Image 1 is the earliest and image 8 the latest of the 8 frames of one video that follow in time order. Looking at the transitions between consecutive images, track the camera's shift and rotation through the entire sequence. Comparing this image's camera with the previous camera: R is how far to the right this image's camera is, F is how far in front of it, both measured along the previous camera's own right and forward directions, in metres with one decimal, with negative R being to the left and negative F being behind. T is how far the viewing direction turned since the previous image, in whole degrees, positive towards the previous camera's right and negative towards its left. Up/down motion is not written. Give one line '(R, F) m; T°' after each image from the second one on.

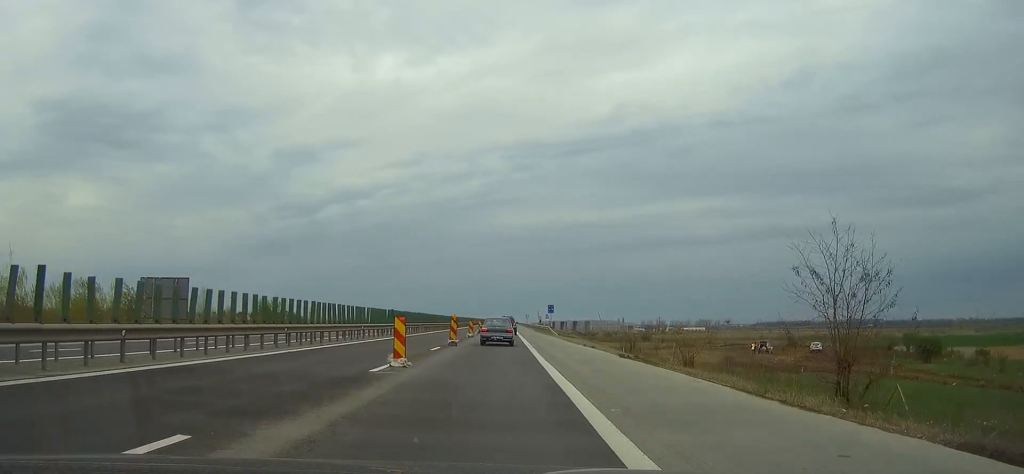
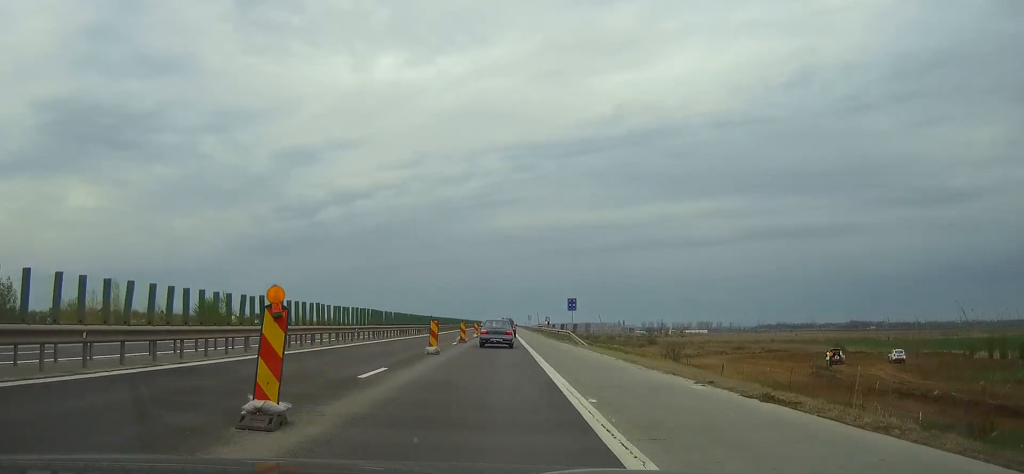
(0.0, +25.6) m; 0°
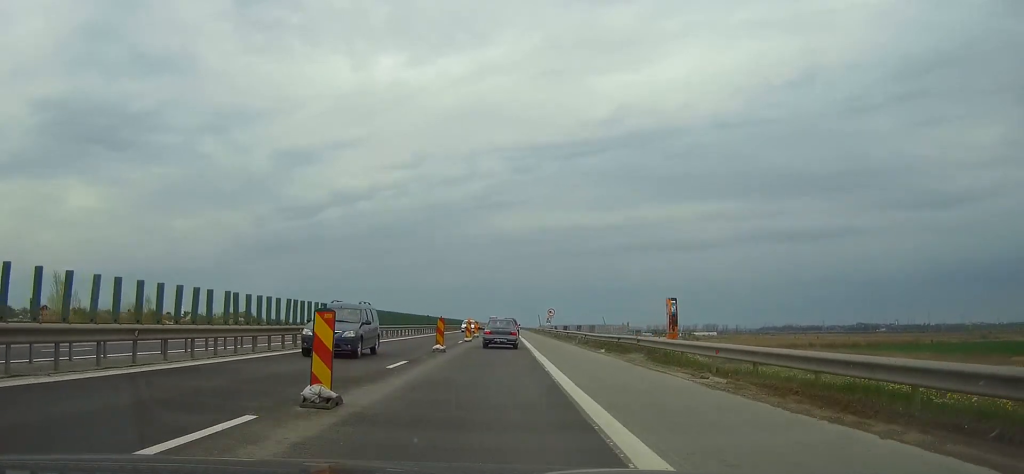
(0.0, +70.3) m; 0°
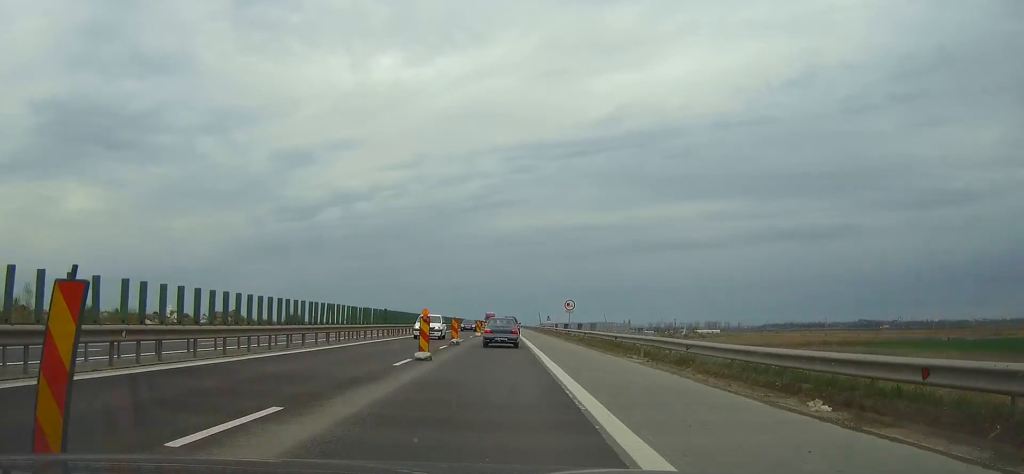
(0.0, +23.4) m; 0°
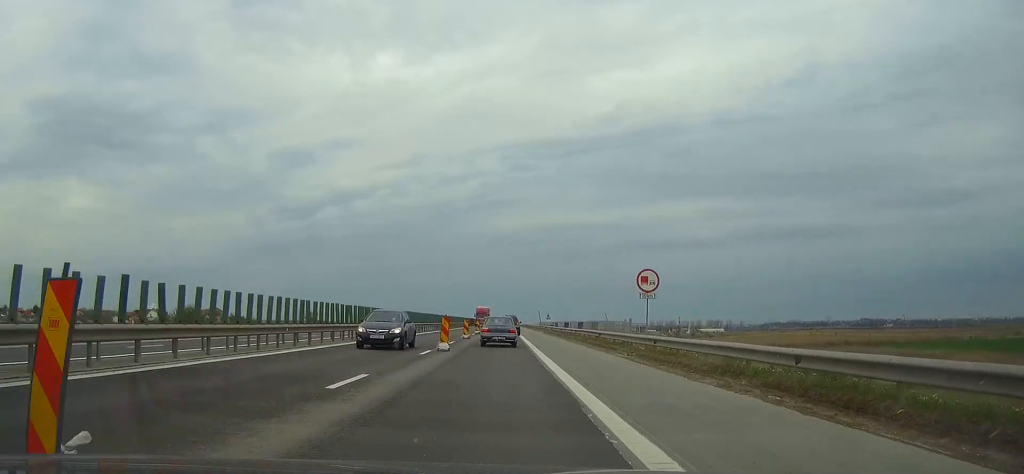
(-0.1, +30.9) m; 0°
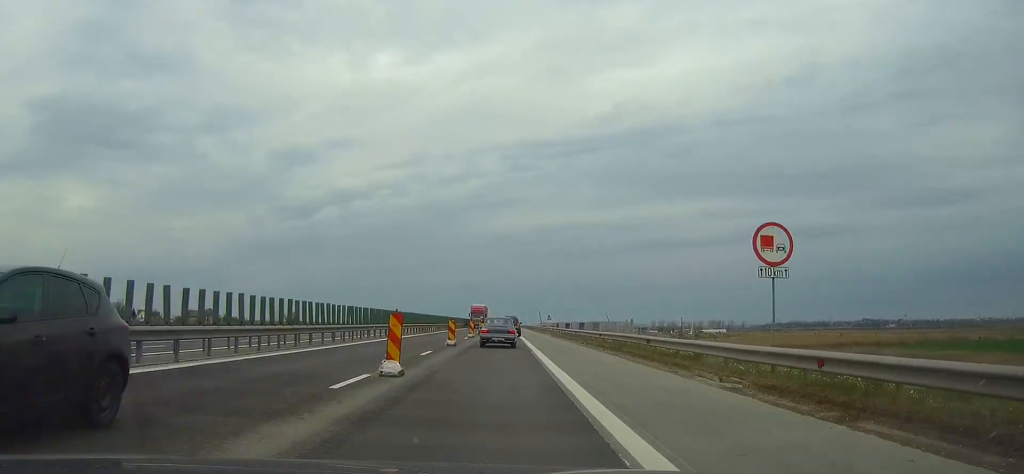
(0.0, +11.9) m; 0°
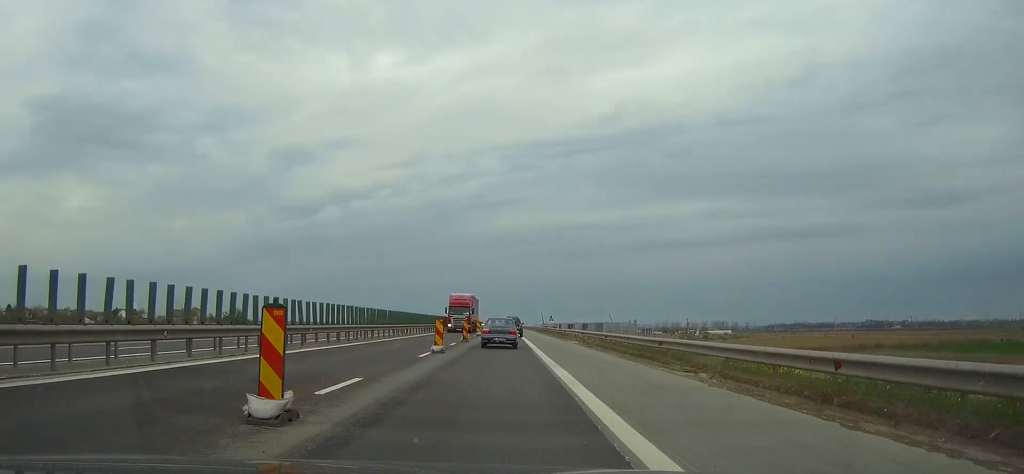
(+0.1, +25.3) m; 0°
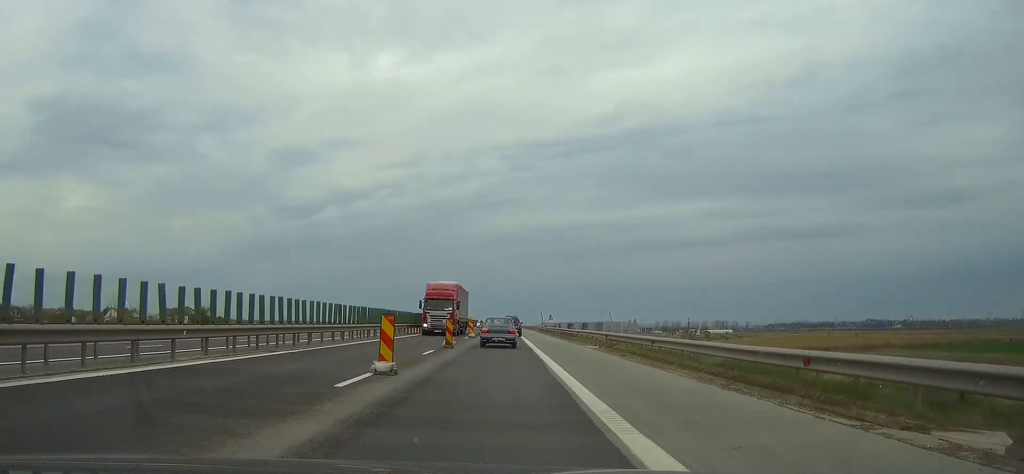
(-0.1, +10.9) m; 0°
